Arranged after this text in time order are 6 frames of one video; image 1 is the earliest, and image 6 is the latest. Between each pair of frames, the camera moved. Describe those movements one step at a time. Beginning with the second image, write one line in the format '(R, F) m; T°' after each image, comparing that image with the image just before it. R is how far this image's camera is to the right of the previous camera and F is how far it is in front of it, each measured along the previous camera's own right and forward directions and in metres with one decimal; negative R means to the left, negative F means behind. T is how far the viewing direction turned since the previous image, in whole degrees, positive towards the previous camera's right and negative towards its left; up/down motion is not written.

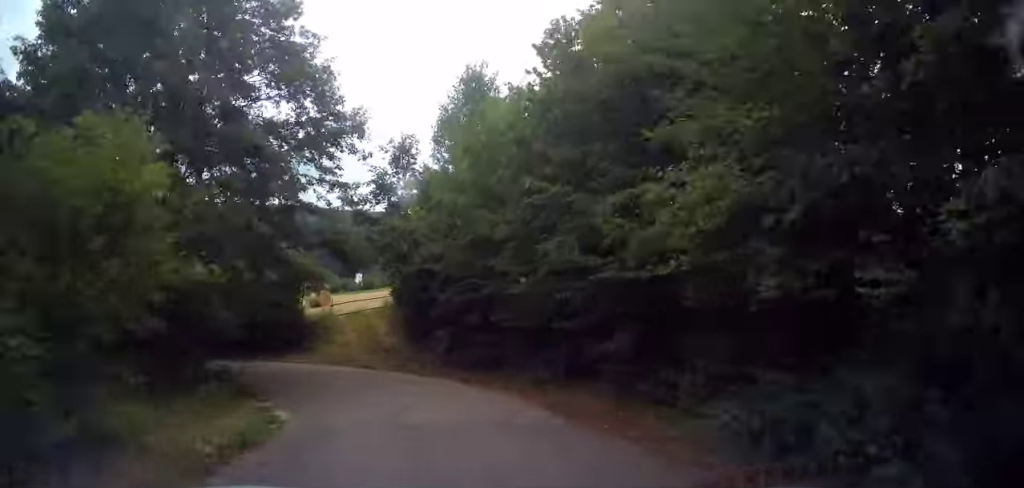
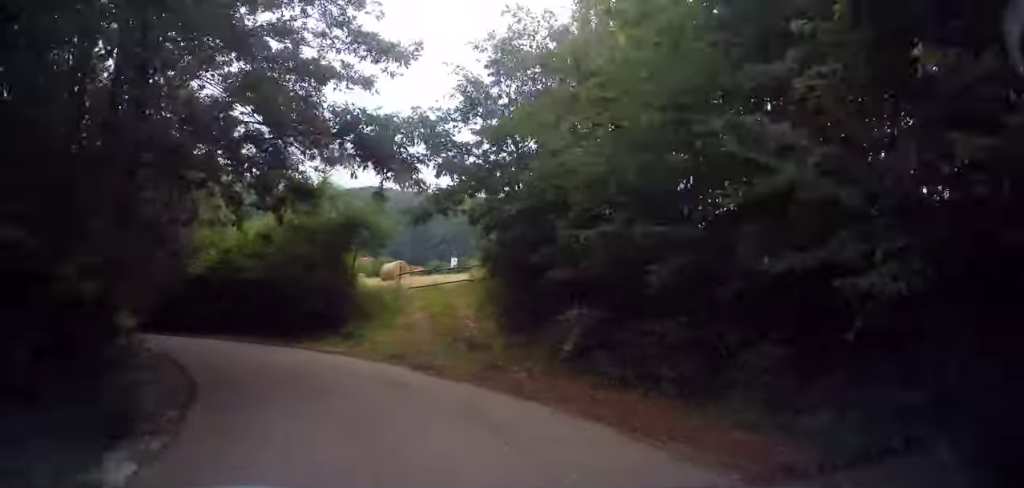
(-0.3, +8.3) m; -9°
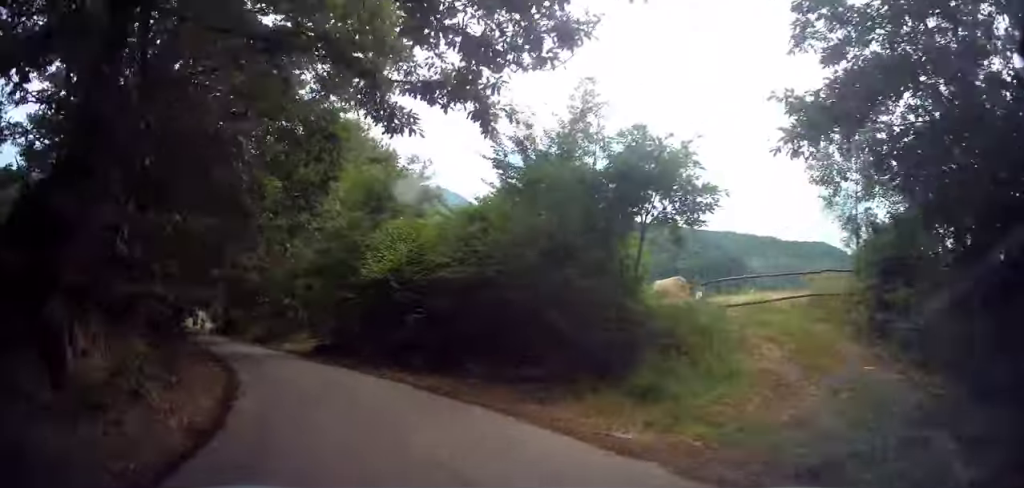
(-1.2, +9.6) m; -19°
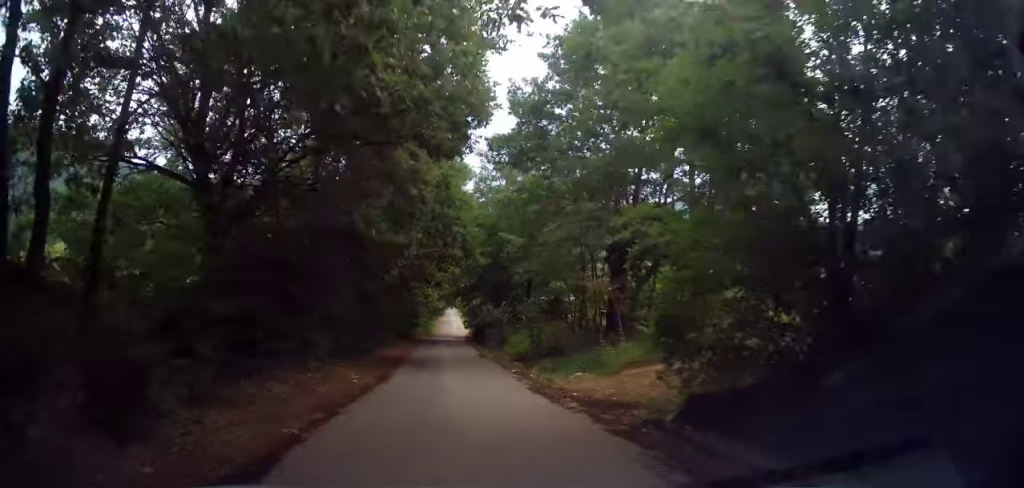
(-6.0, +17.4) m; -31°
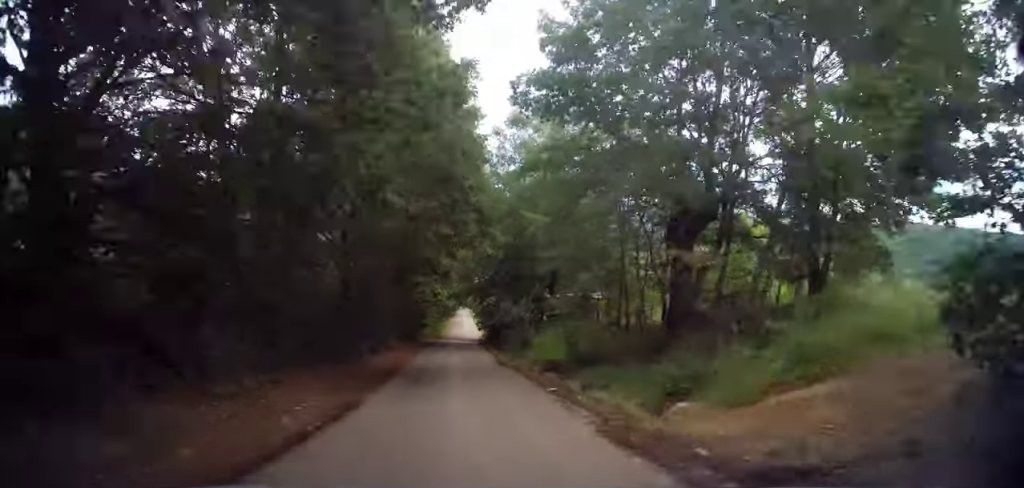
(-0.4, +5.6) m; -3°
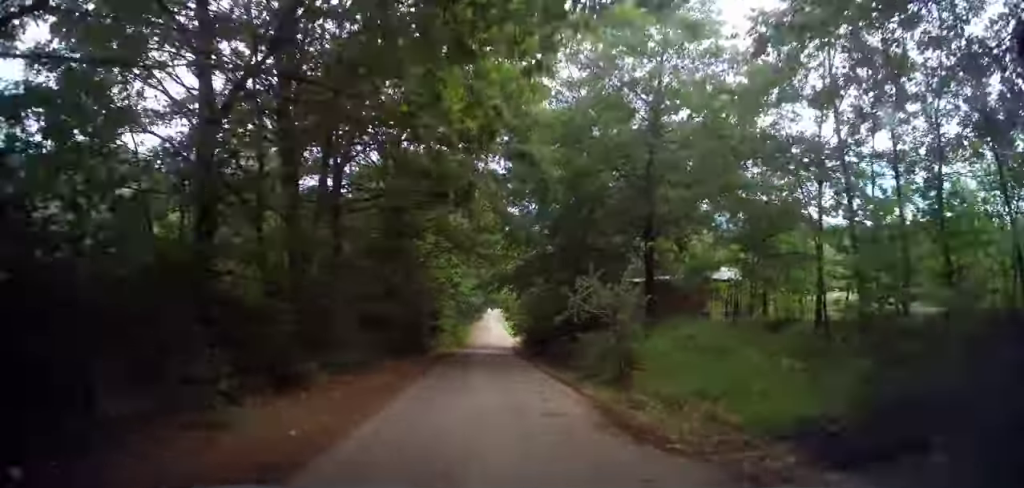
(-0.6, +14.0) m; -2°
